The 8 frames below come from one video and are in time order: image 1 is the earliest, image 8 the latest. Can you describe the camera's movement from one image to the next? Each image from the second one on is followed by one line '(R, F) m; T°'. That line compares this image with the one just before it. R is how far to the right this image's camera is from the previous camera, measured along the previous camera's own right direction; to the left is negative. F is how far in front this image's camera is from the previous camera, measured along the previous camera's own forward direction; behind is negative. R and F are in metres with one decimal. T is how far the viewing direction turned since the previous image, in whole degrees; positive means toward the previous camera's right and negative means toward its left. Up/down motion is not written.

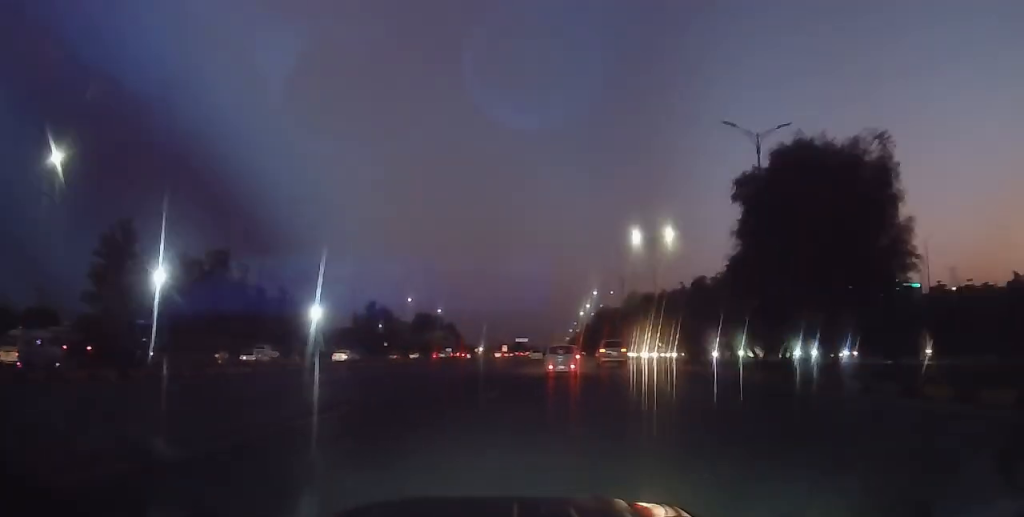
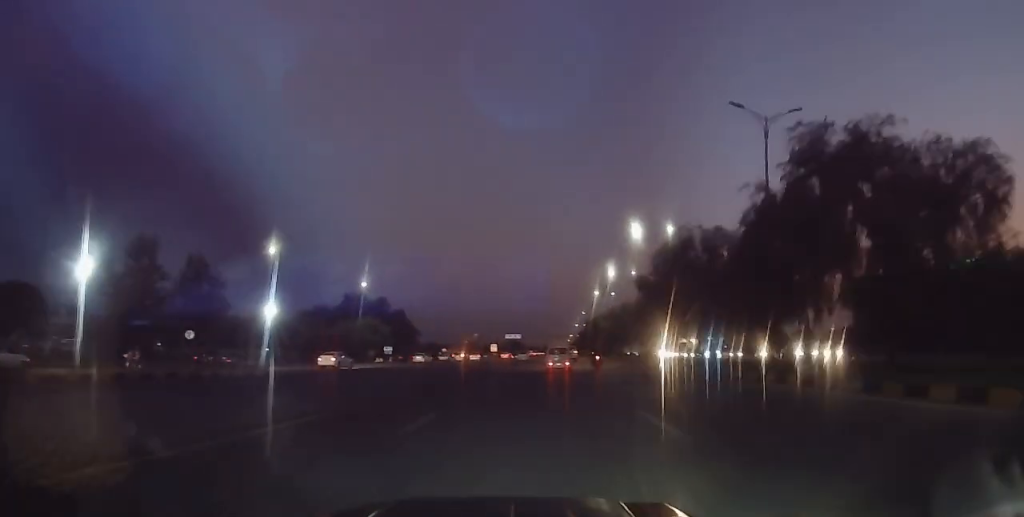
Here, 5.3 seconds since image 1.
(-0.2, +73.1) m; -1°
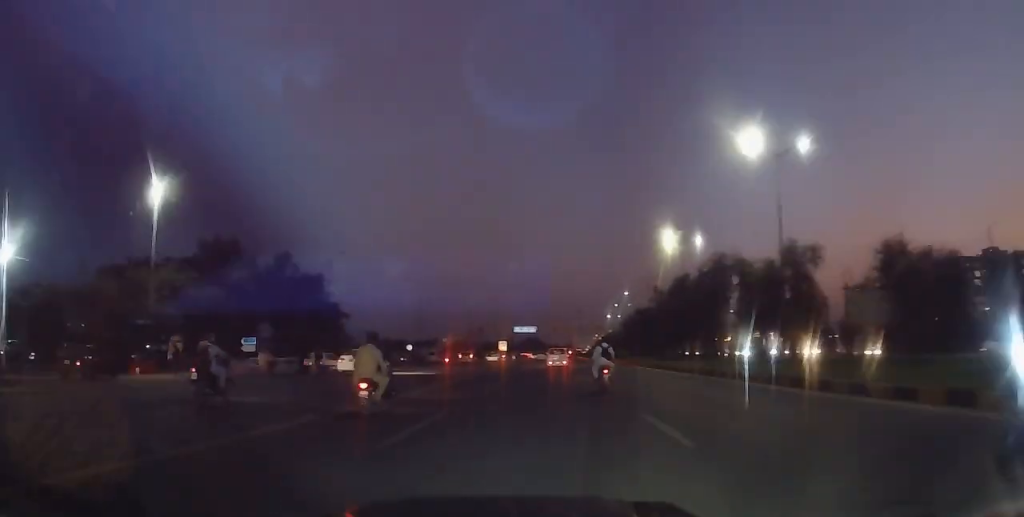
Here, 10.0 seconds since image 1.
(-0.9, +67.0) m; -1°
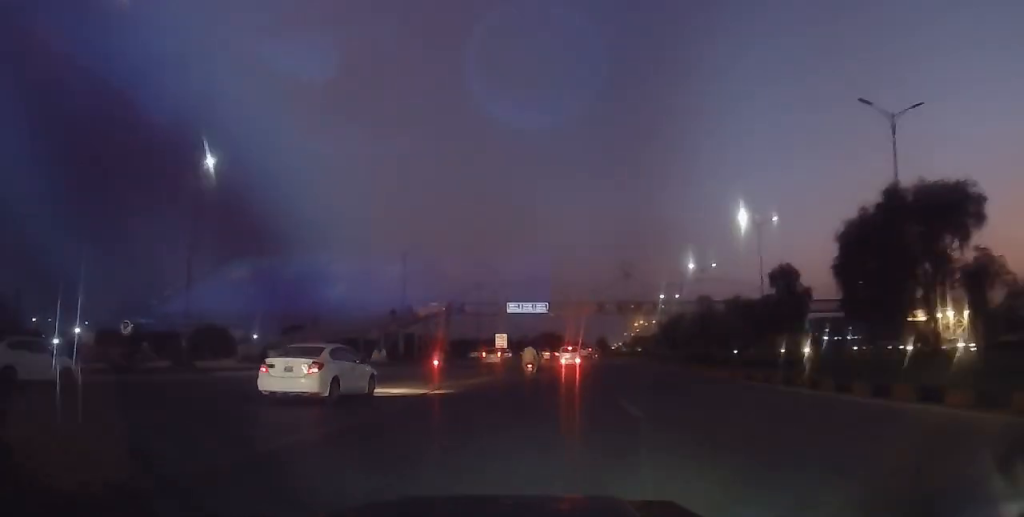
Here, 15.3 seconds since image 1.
(-0.6, +75.5) m; 0°
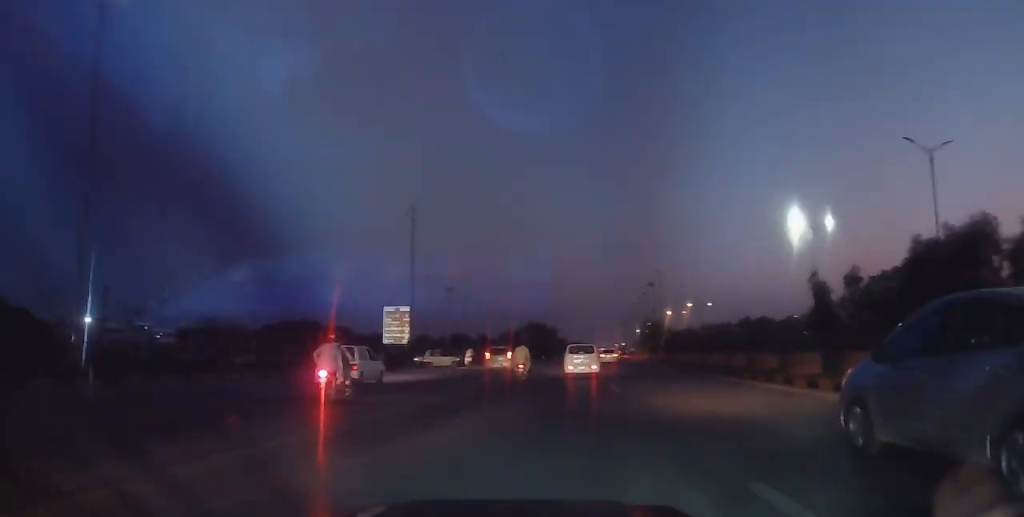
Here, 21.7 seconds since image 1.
(-0.3, +84.2) m; +1°
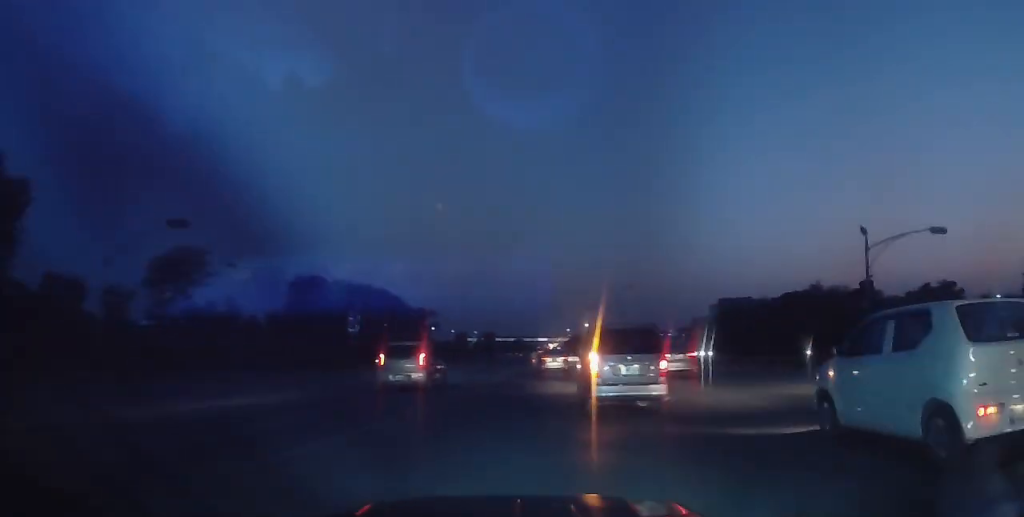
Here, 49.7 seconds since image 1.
(+21.2, +370.6) m; +2°
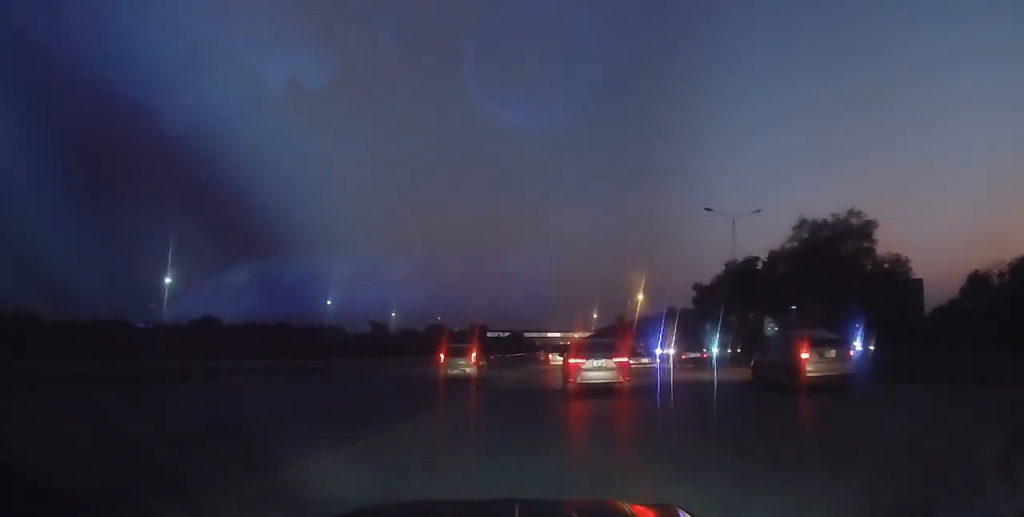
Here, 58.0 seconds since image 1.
(-2.0, +122.8) m; -1°
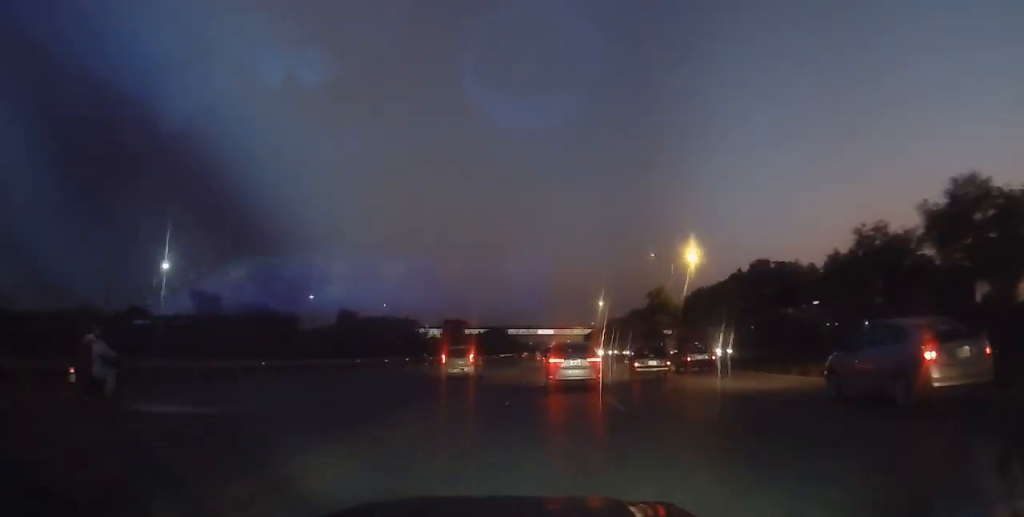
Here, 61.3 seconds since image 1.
(0.0, +50.6) m; 0°
